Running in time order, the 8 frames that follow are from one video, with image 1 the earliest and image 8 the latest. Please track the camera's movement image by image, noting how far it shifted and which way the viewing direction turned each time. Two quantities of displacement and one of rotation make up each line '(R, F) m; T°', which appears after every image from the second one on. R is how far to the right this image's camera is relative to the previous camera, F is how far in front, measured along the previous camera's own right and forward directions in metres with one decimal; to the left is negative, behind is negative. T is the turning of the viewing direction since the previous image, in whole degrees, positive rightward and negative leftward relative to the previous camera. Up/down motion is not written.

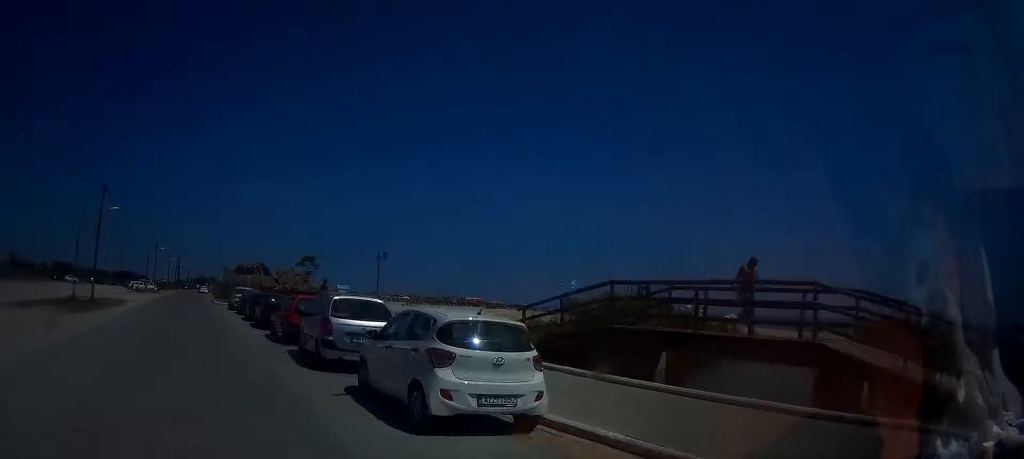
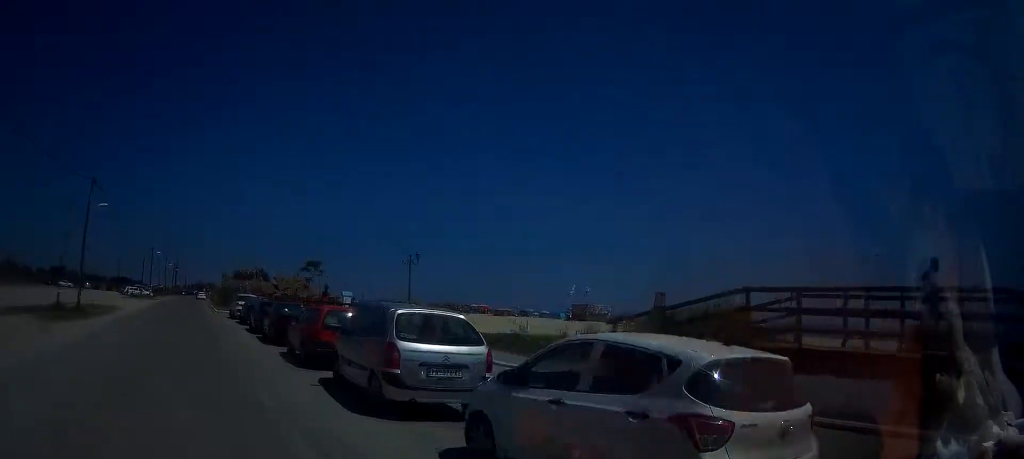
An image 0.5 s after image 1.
(-0.1, +3.8) m; -1°
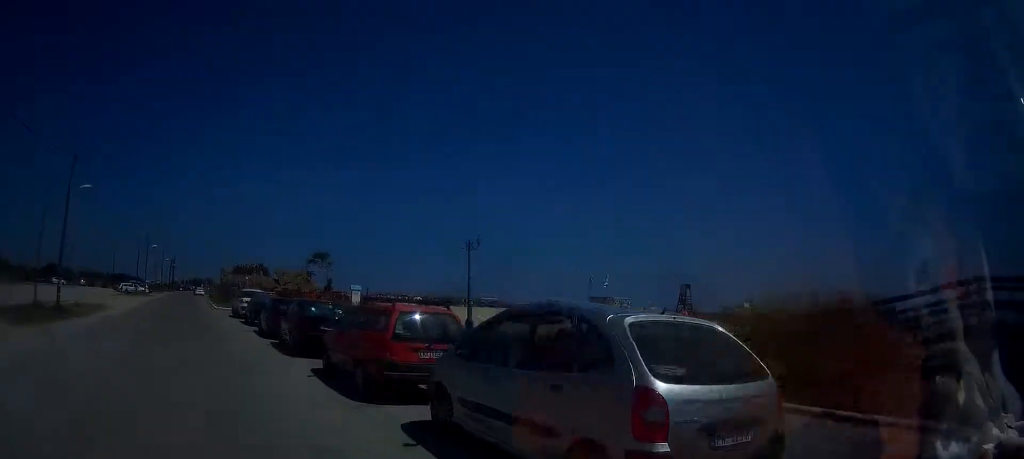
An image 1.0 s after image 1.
(0.0, +4.5) m; -1°
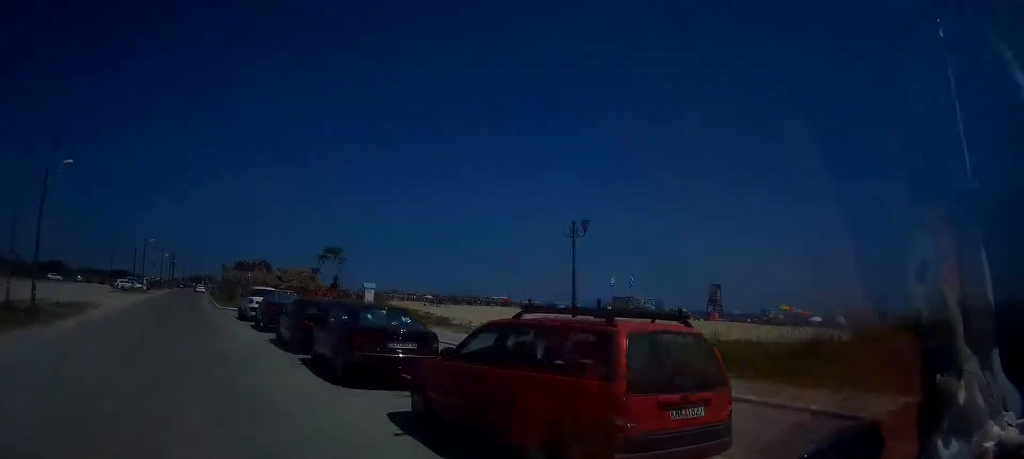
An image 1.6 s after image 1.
(0.0, +4.4) m; -1°
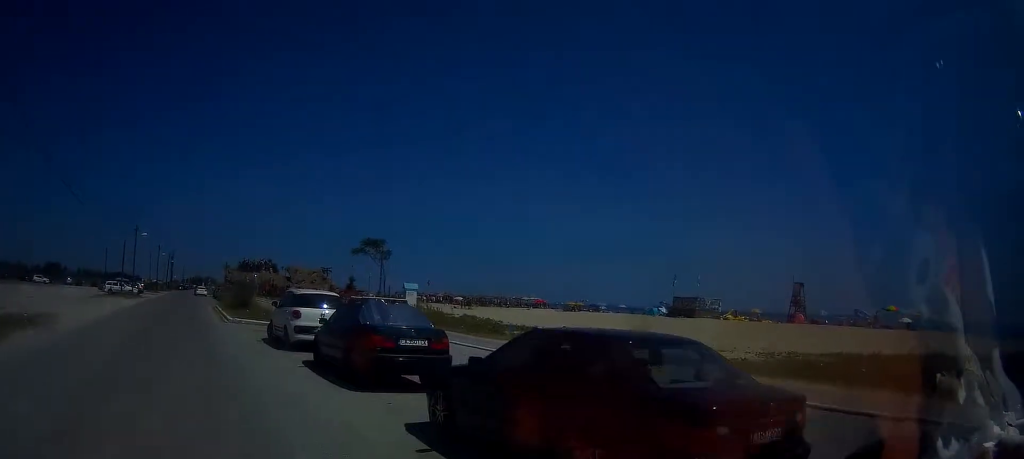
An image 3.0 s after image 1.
(-0.2, +10.9) m; 0°
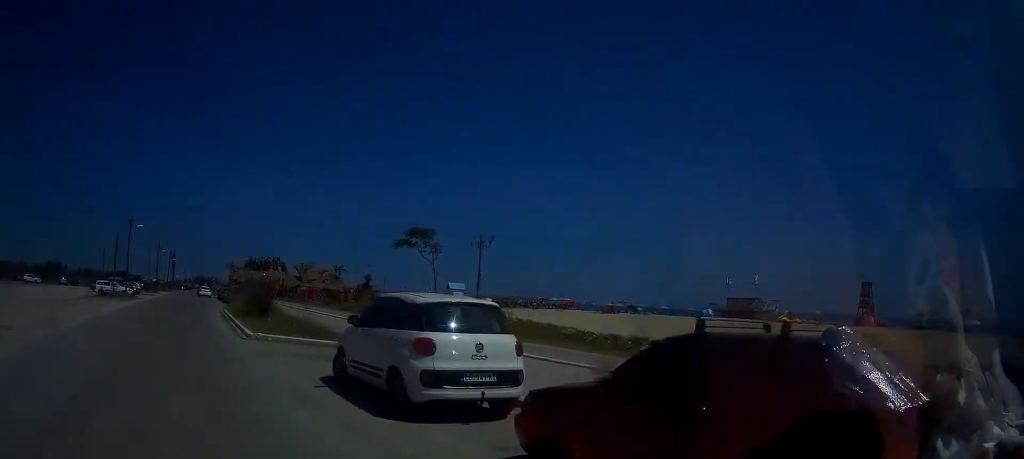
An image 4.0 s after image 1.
(+0.3, +7.9) m; +1°
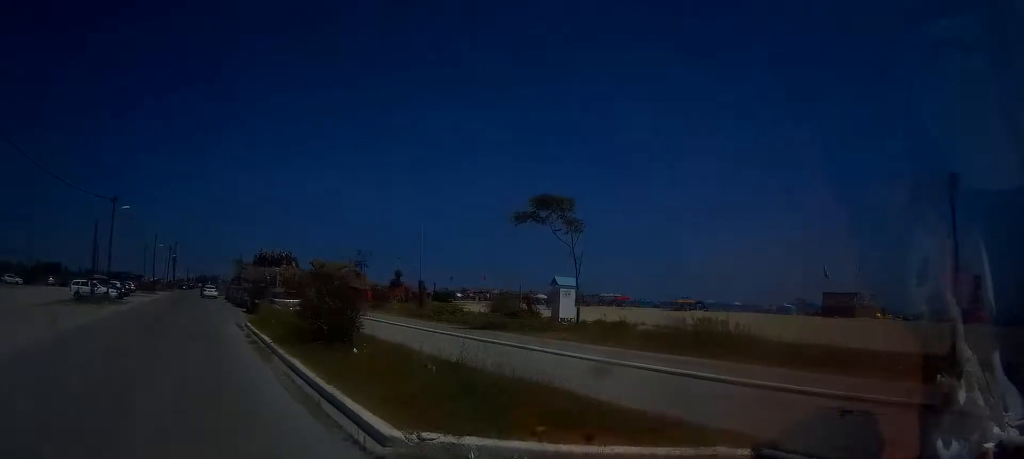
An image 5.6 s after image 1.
(-0.1, +12.4) m; 0°
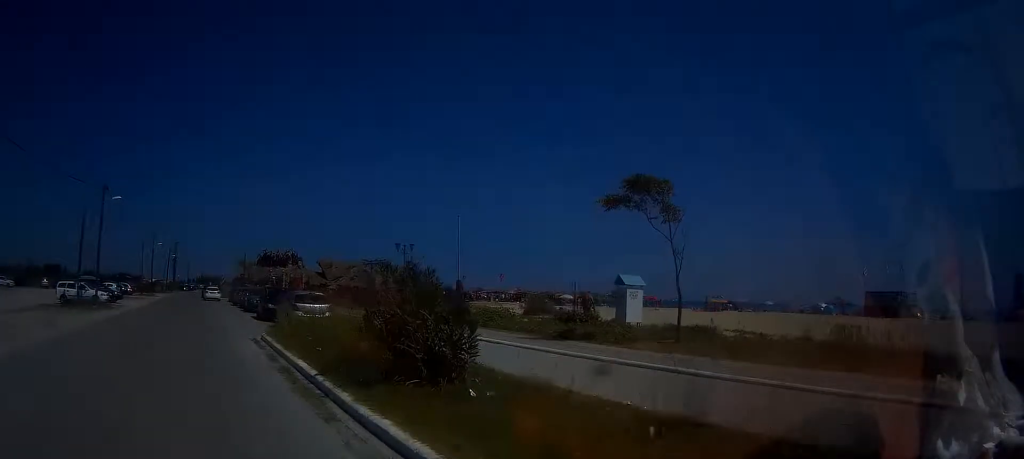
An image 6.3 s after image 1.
(0.0, +5.2) m; +1°
